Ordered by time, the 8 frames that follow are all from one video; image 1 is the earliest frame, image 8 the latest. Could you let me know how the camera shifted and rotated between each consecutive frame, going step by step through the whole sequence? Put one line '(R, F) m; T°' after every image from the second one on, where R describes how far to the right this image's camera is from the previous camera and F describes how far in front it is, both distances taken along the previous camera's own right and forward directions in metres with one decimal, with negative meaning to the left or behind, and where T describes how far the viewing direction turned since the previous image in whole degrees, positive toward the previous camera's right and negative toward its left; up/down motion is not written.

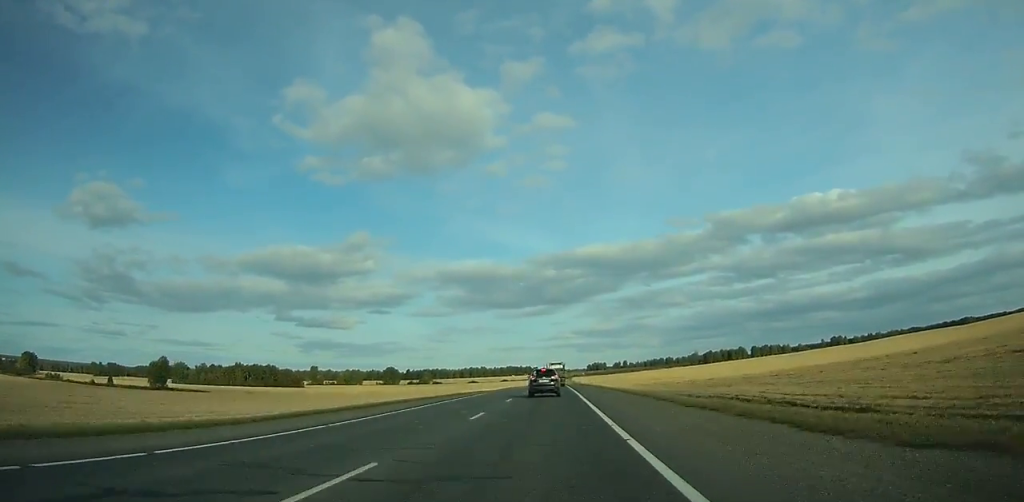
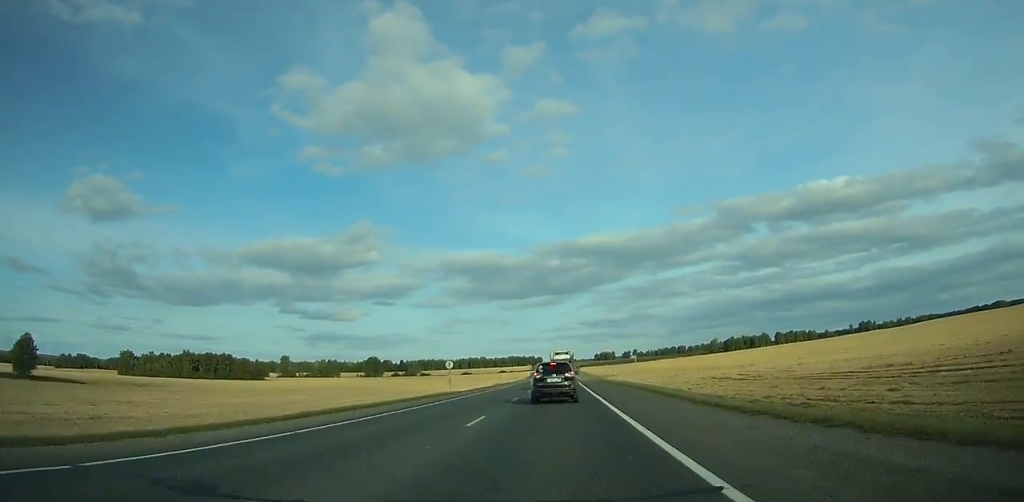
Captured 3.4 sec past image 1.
(+0.1, +84.4) m; 0°
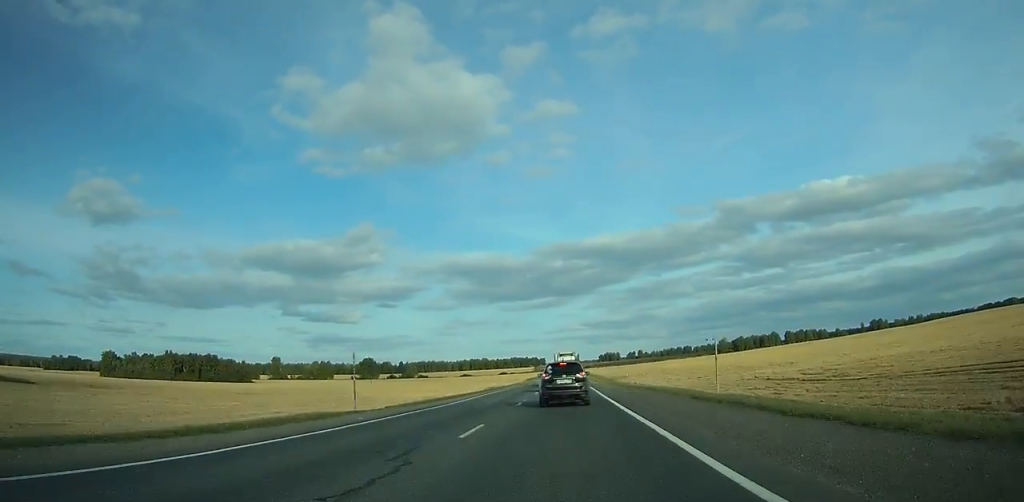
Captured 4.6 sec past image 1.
(-0.1, +26.9) m; 0°
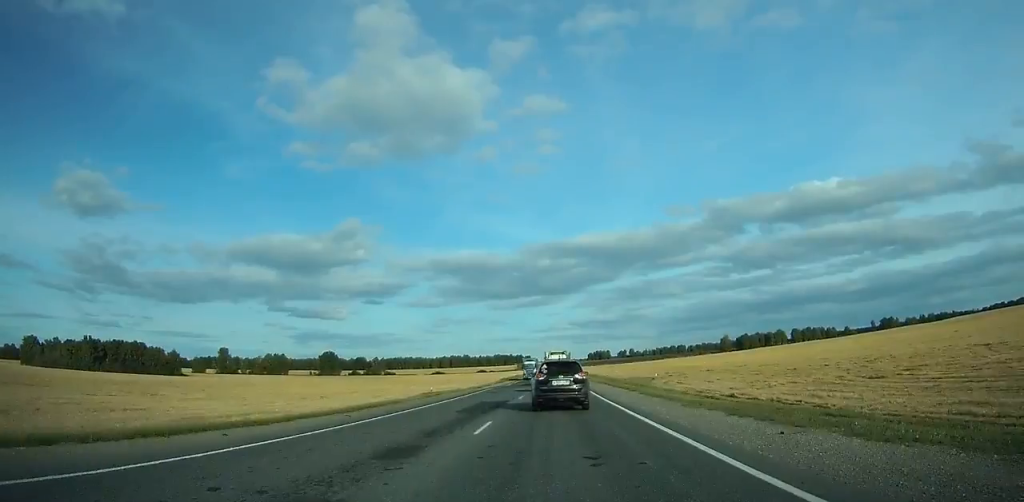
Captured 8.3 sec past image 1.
(+0.2, +77.2) m; +1°
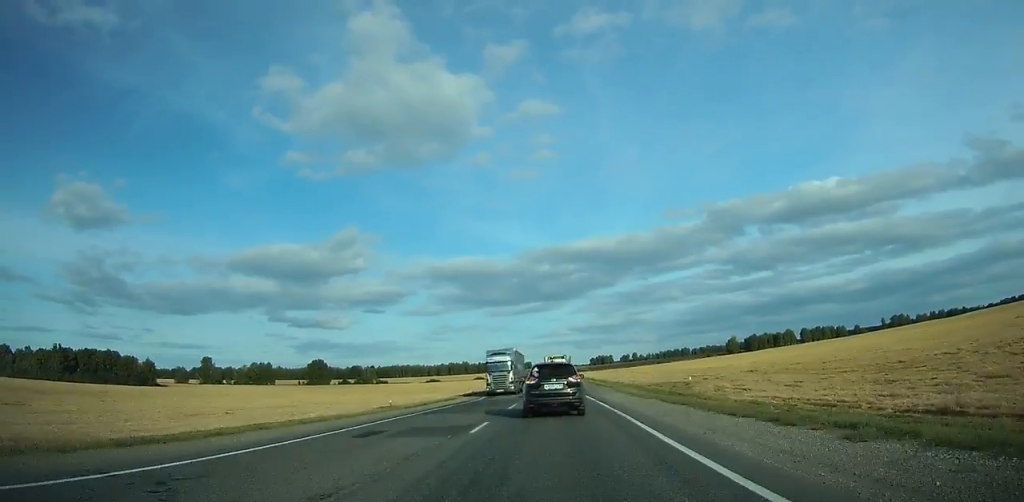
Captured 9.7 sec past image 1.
(+0.1, +27.2) m; 0°
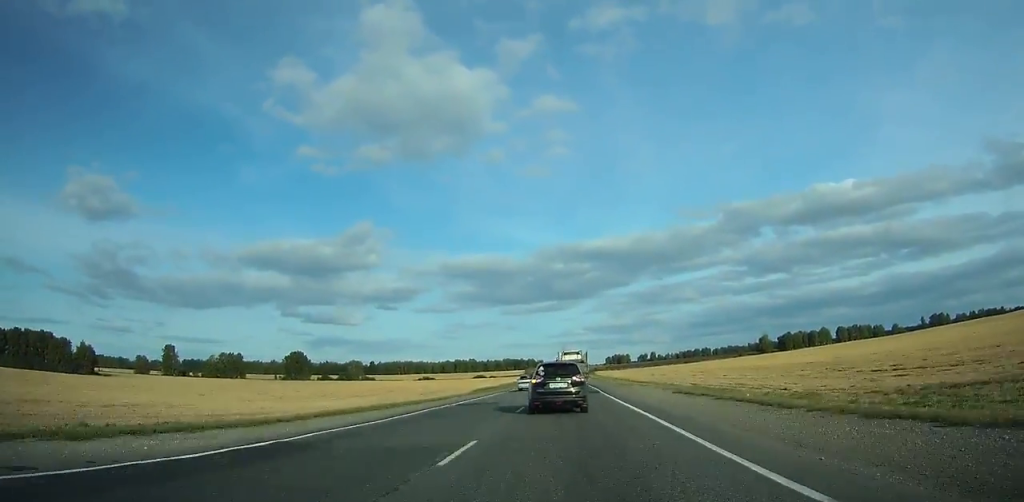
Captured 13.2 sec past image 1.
(-0.1, +67.3) m; 0°
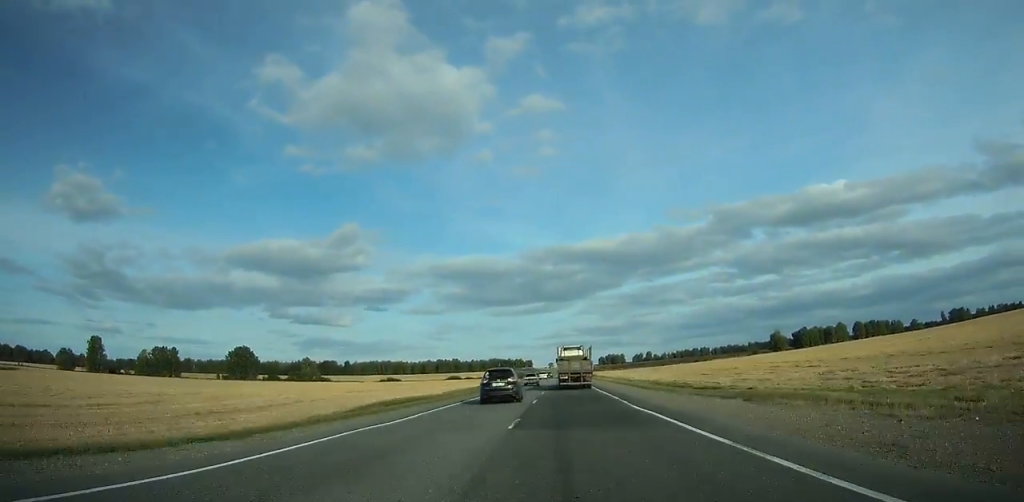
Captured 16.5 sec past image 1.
(-0.2, +66.5) m; 0°
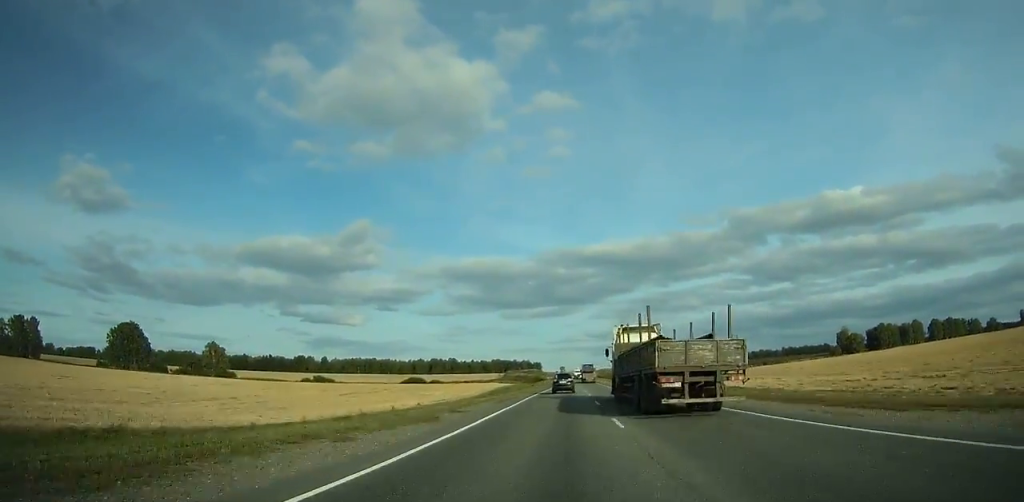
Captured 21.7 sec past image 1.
(-0.5, +119.1) m; 0°
